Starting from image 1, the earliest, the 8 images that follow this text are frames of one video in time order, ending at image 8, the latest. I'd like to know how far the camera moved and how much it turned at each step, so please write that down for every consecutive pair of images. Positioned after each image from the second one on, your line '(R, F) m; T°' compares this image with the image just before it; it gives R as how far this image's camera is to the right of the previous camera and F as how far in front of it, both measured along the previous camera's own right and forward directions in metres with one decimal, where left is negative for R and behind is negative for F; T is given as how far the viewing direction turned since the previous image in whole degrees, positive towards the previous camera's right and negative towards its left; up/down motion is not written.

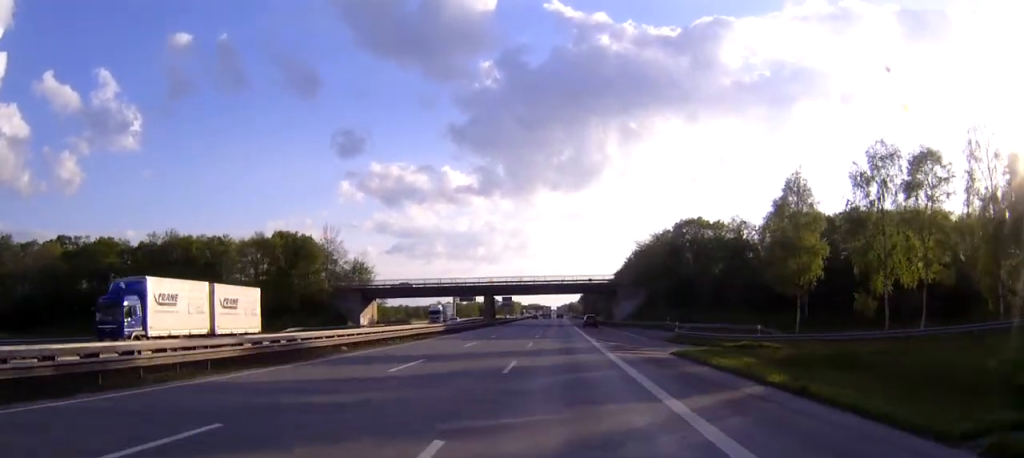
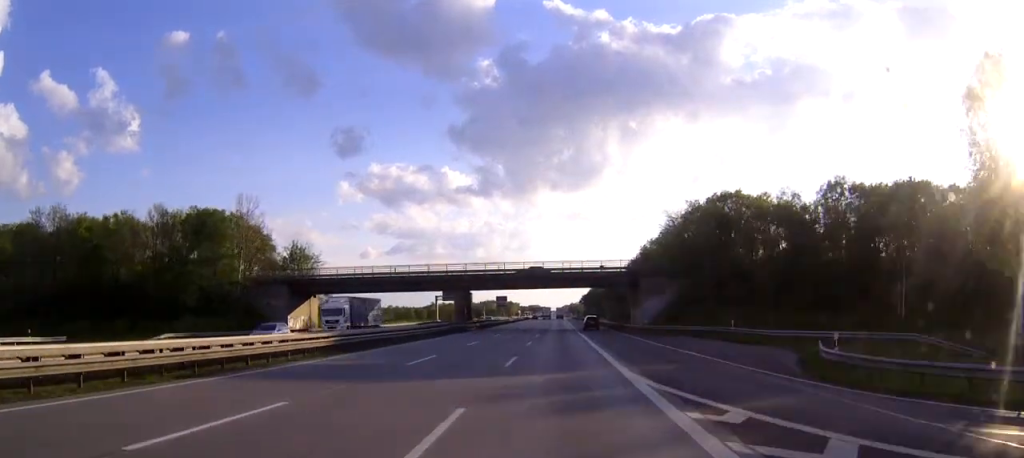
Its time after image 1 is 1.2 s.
(0.0, +32.4) m; 0°
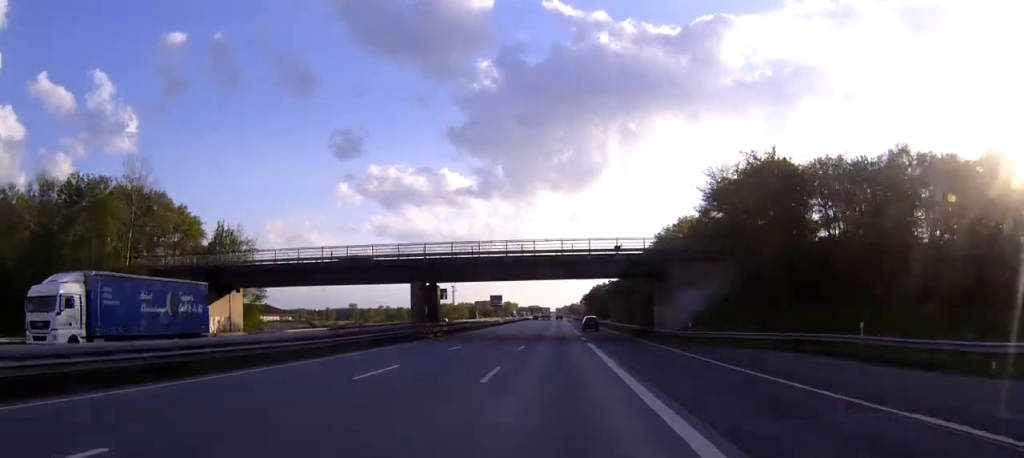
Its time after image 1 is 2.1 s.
(-0.1, +24.2) m; 0°
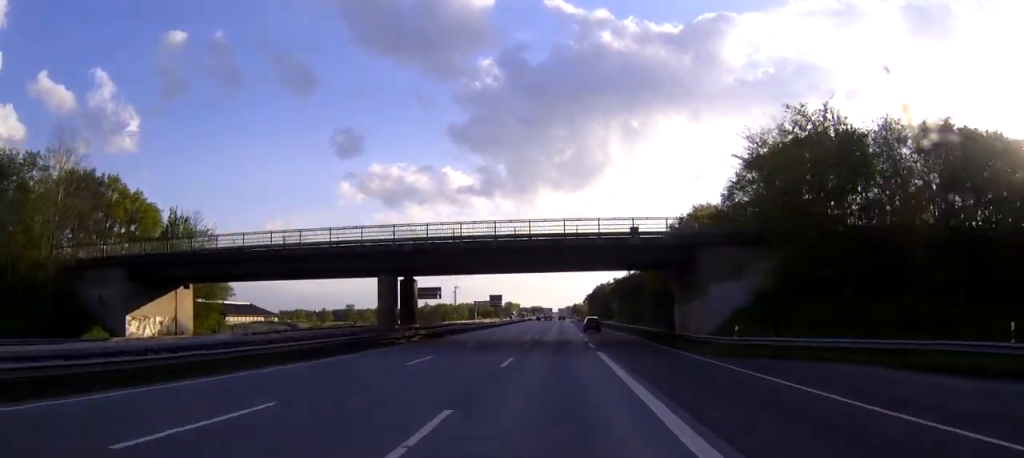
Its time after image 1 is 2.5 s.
(0.0, +11.6) m; 0°
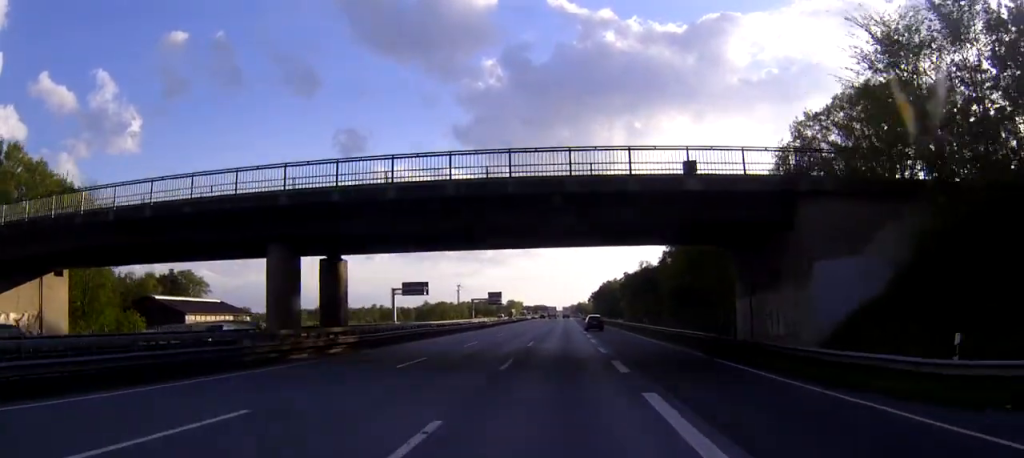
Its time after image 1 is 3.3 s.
(0.0, +19.7) m; 0°
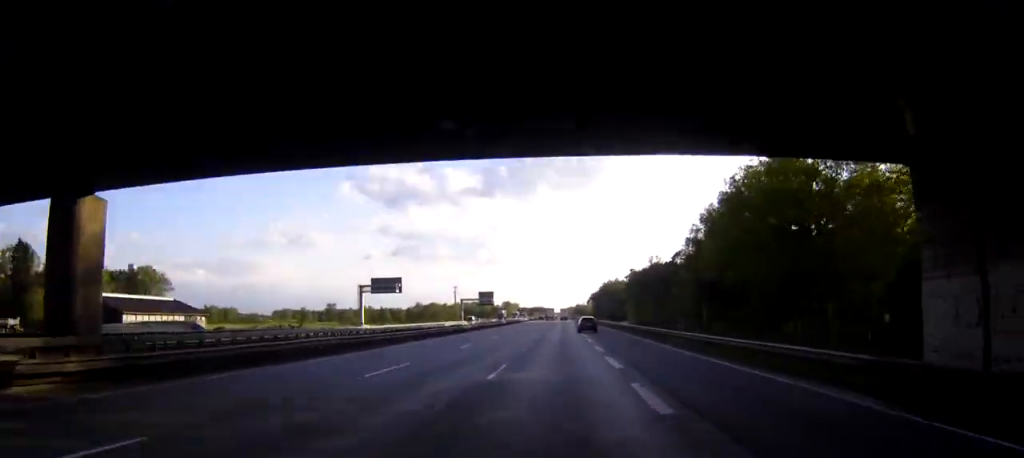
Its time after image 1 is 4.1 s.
(0.0, +21.4) m; 0°
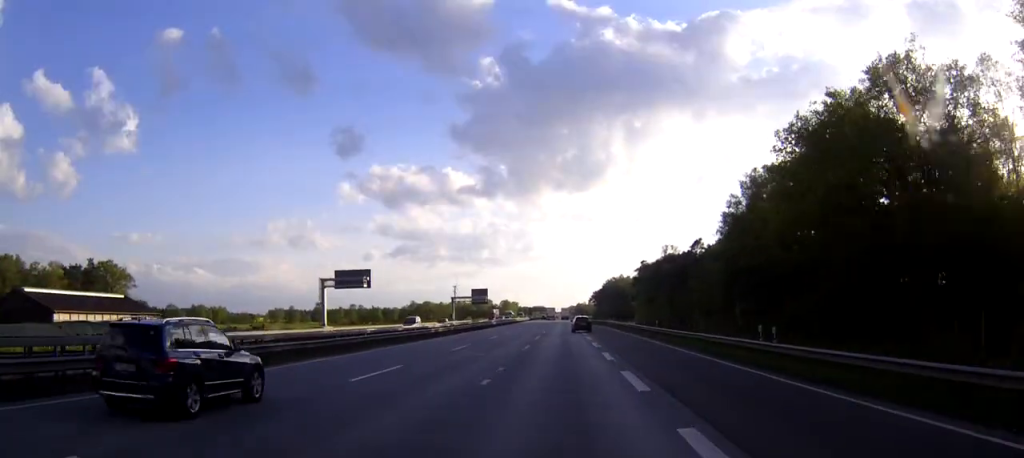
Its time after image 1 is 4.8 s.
(+0.1, +19.6) m; 0°
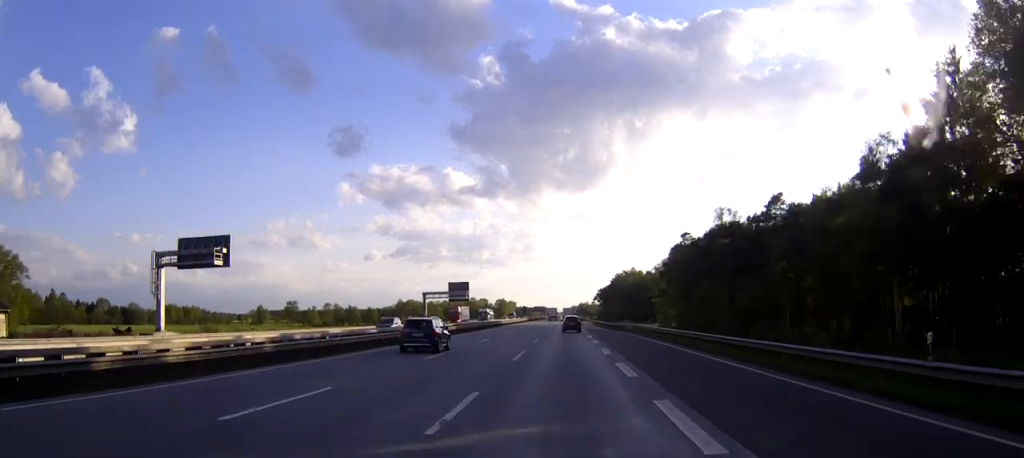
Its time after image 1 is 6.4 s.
(0.0, +43.5) m; 0°
